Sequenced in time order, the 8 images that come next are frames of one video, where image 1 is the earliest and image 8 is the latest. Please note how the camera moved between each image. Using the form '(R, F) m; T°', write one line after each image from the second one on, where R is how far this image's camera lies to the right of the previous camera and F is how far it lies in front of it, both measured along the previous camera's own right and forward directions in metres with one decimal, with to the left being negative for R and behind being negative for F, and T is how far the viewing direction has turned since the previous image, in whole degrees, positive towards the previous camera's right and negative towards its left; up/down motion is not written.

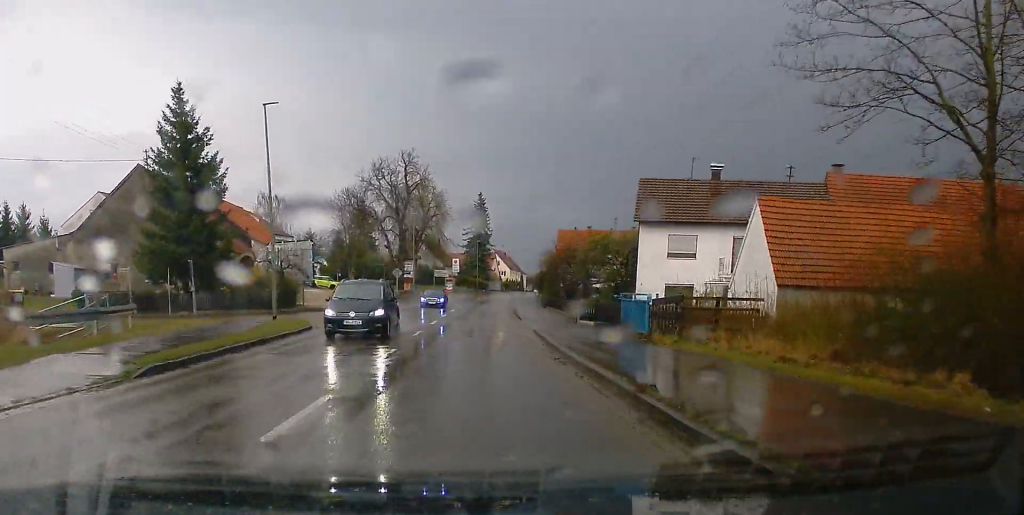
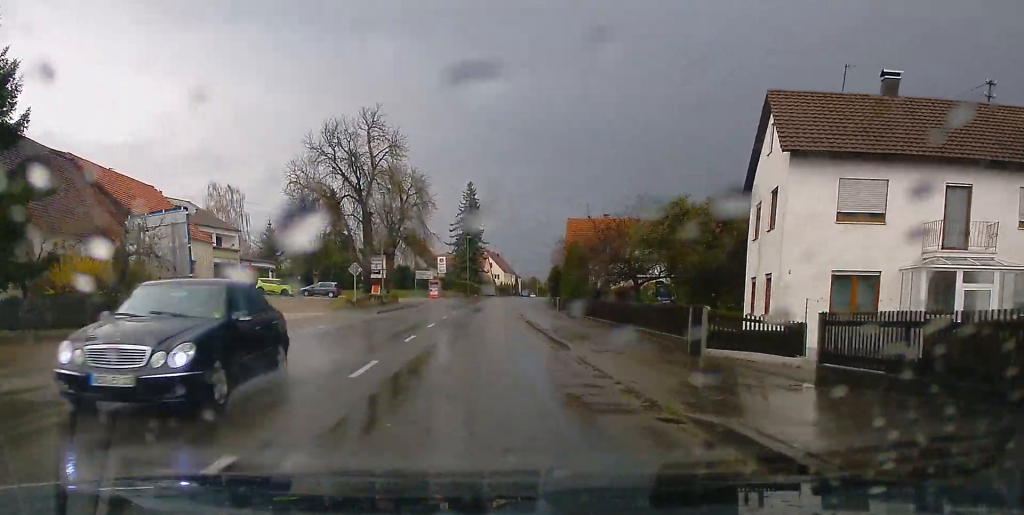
(-0.1, +22.2) m; +1°
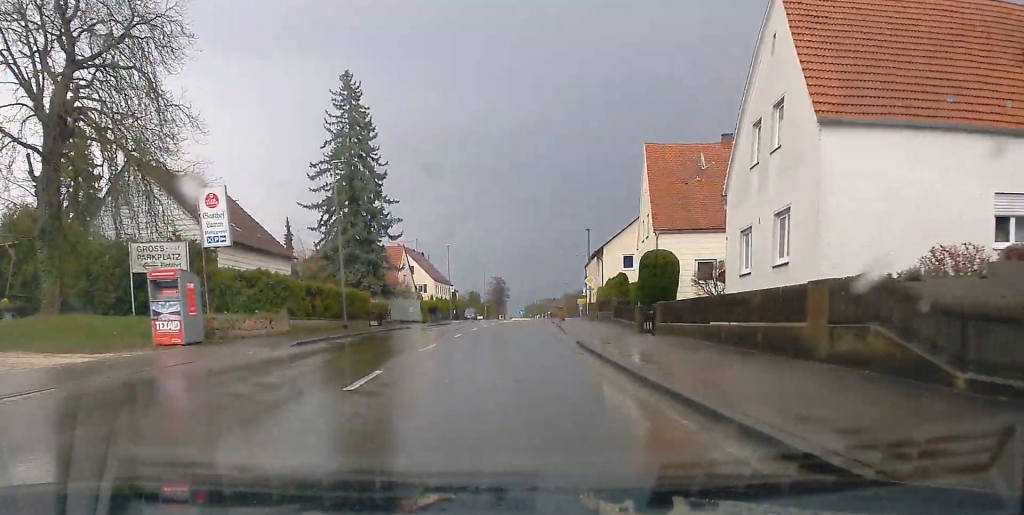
(+3.0, +71.4) m; +5°
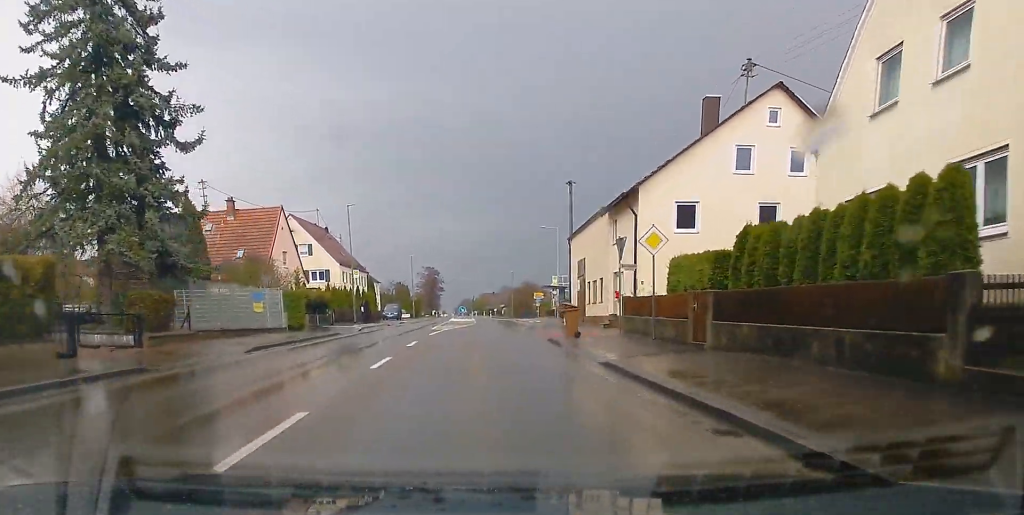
(+1.2, +31.6) m; +4°
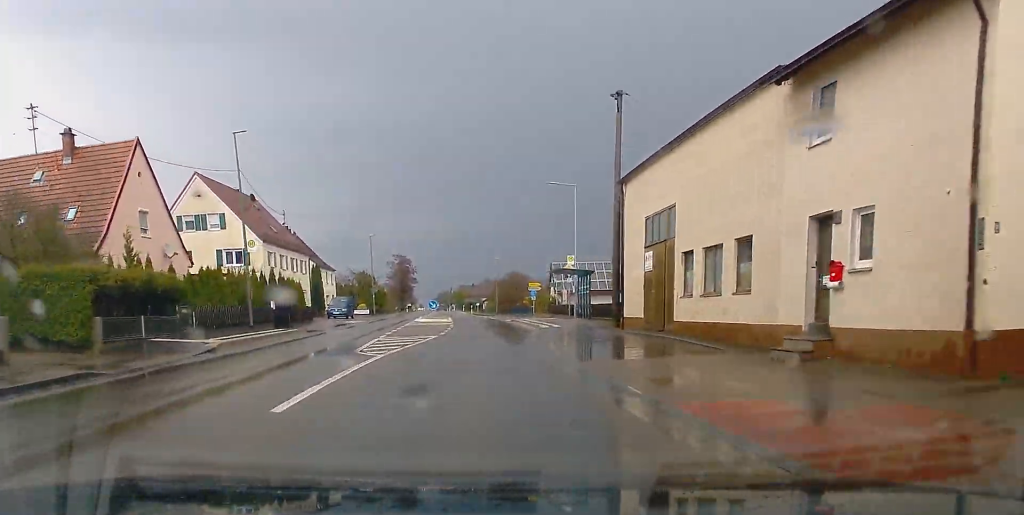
(+0.8, +23.0) m; +2°
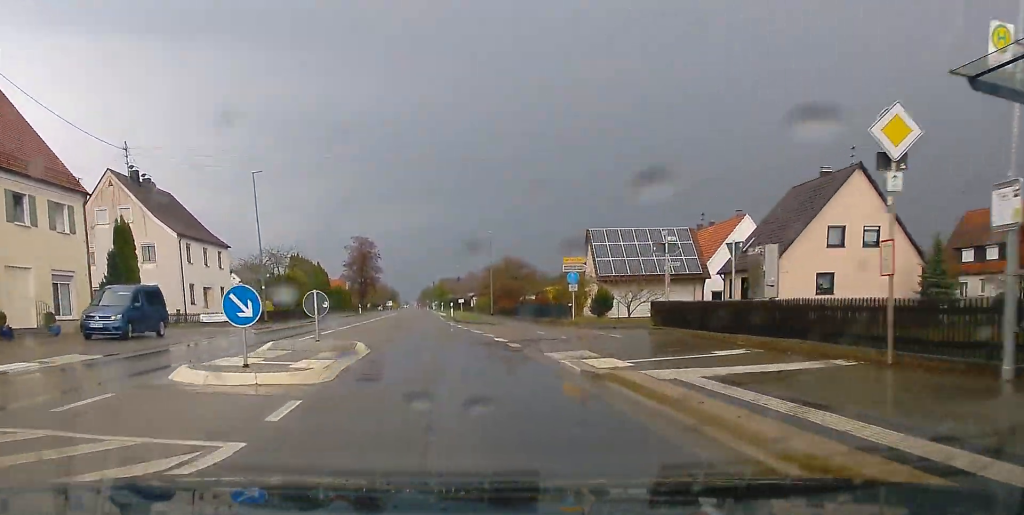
(-0.7, +41.4) m; -3°
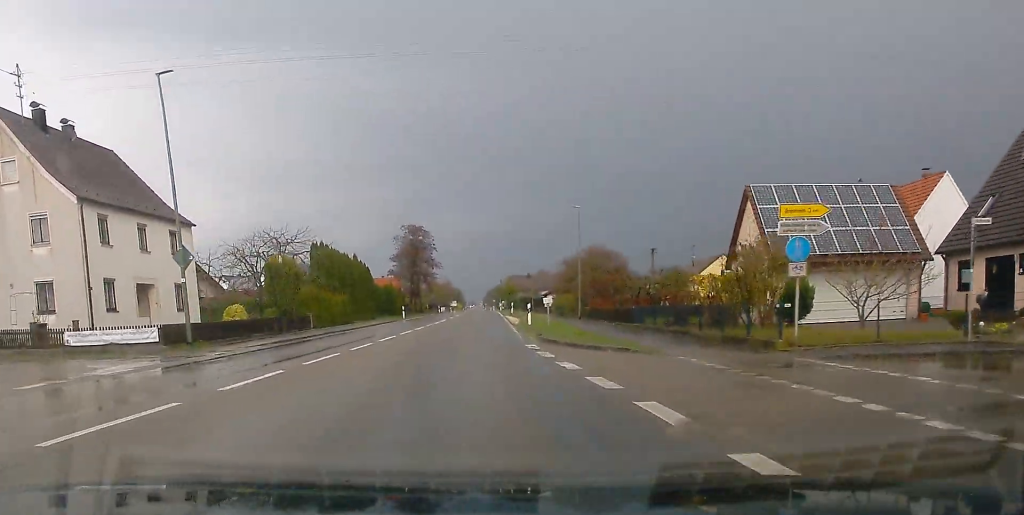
(-0.4, +21.7) m; -2°
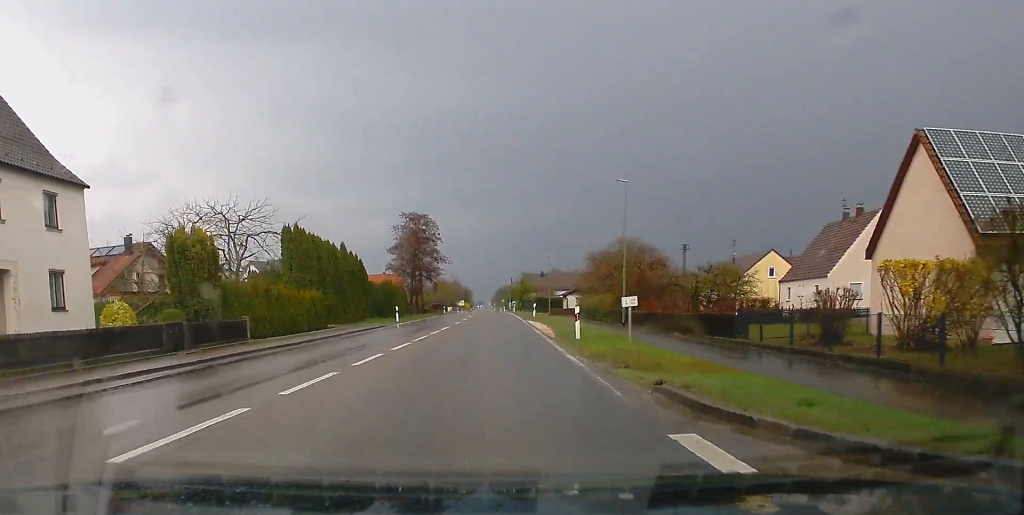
(-0.3, +14.0) m; 0°
